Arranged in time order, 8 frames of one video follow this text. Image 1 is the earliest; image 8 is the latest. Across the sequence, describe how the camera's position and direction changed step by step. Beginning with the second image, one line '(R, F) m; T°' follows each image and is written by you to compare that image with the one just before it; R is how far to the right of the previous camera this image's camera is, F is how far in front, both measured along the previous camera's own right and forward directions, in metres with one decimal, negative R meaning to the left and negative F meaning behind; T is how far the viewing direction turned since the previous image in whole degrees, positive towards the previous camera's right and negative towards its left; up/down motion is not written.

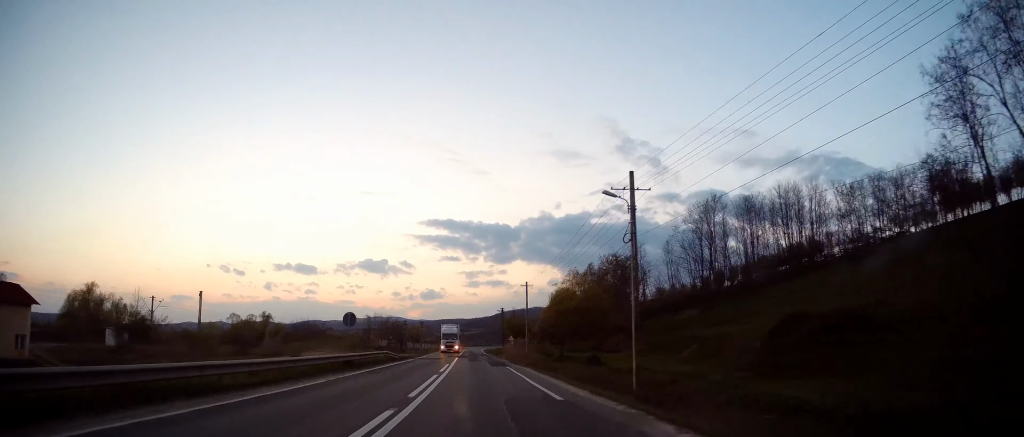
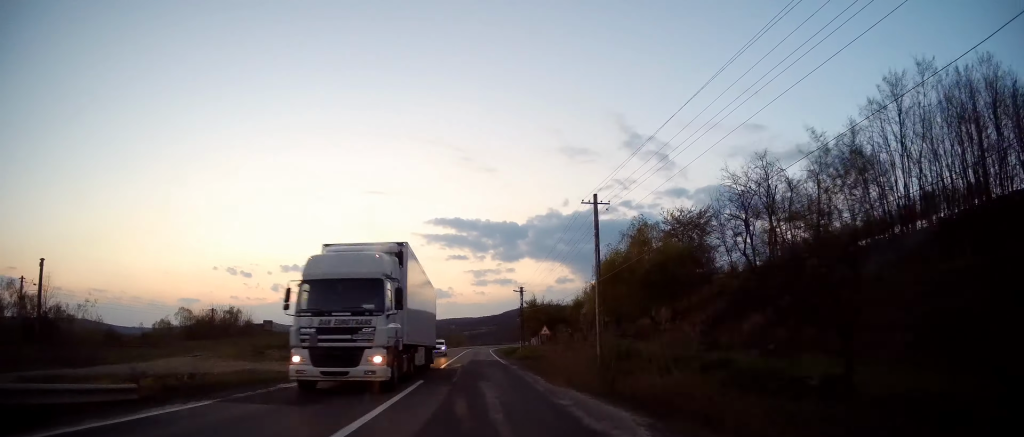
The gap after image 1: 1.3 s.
(-0.5, +34.0) m; -1°
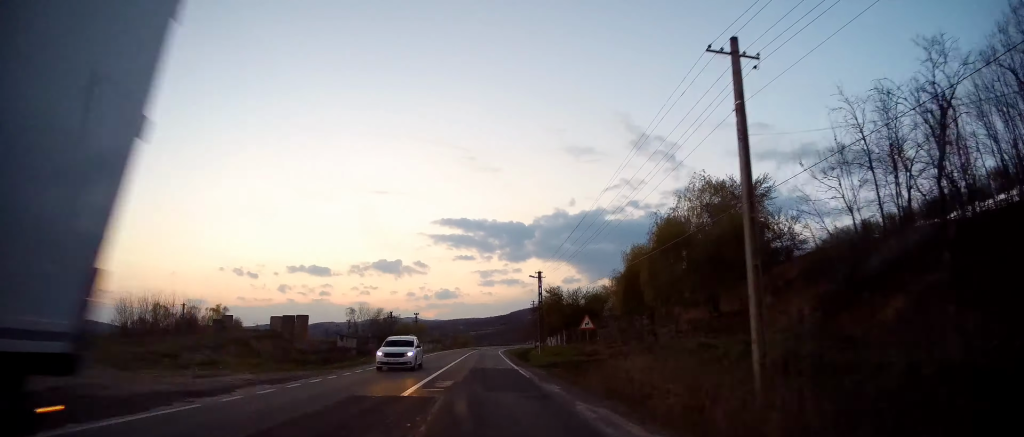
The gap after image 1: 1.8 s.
(0.0, +14.2) m; 0°
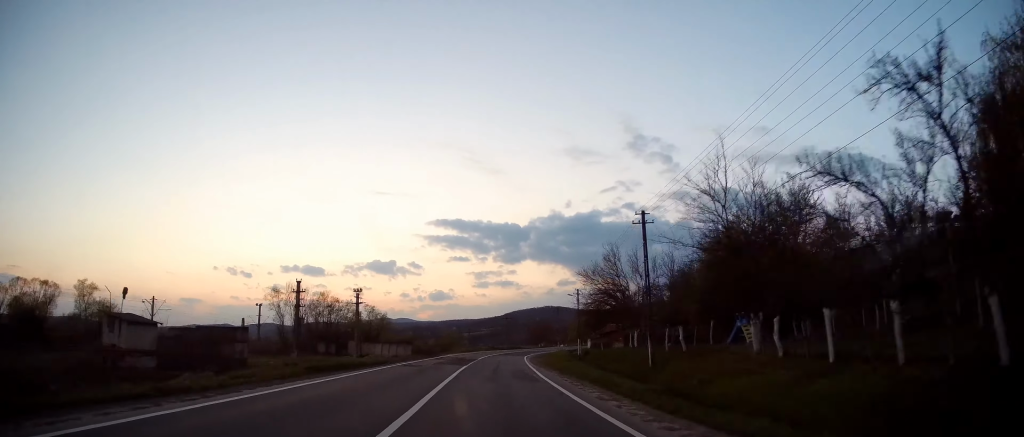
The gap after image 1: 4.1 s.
(-1.1, +61.5) m; -2°
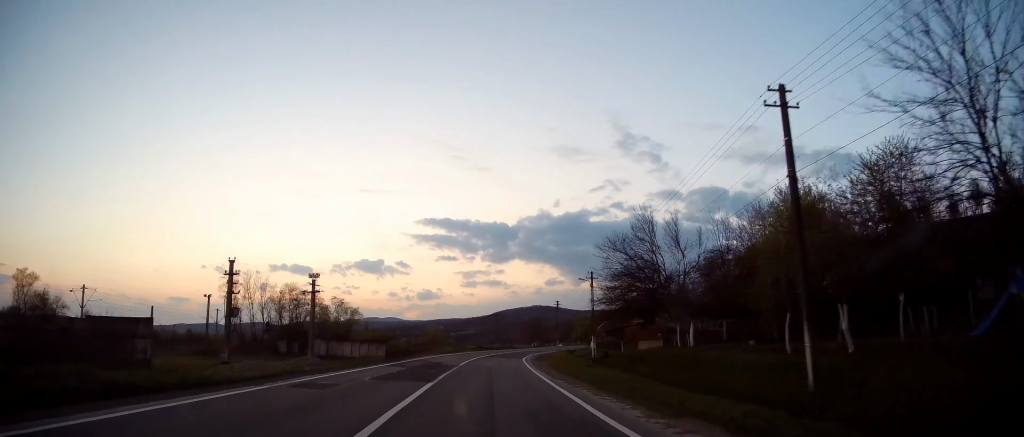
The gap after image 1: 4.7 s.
(-0.1, +15.6) m; +1°
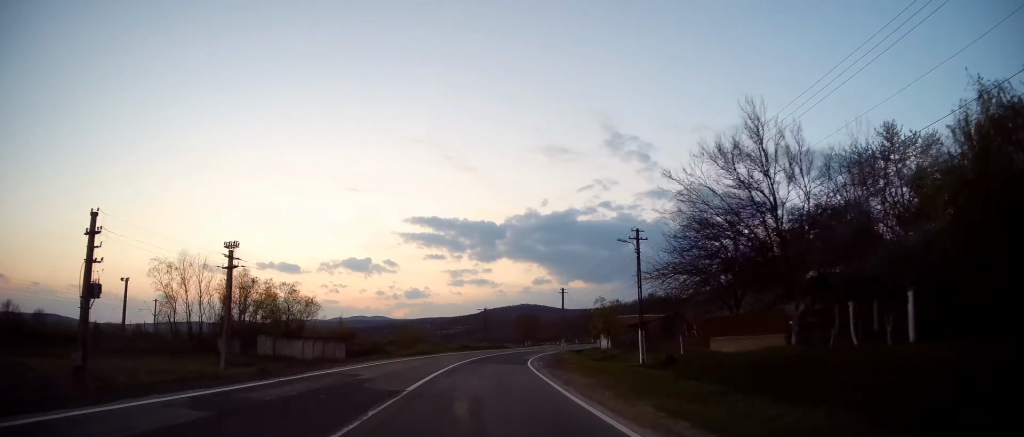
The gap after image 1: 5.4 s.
(+0.3, +18.1) m; +2°
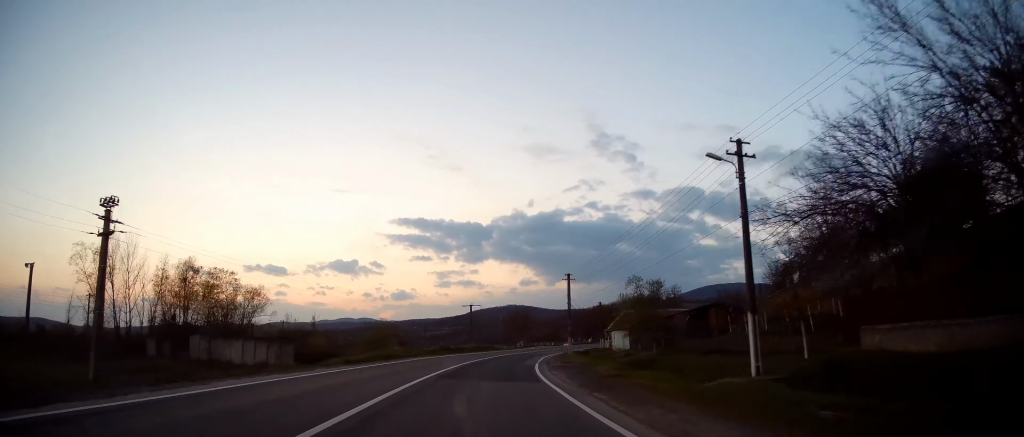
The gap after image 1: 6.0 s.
(+0.1, +14.6) m; +2°
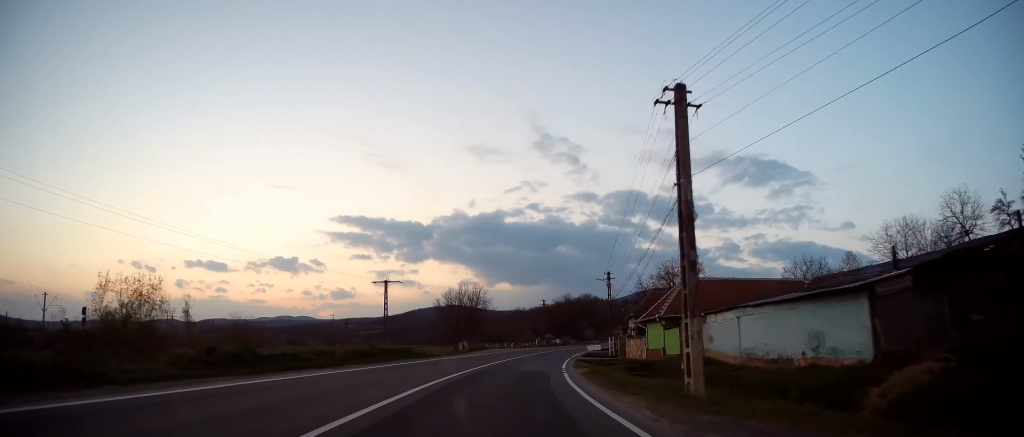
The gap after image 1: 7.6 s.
(+2.1, +41.3) m; +6°
